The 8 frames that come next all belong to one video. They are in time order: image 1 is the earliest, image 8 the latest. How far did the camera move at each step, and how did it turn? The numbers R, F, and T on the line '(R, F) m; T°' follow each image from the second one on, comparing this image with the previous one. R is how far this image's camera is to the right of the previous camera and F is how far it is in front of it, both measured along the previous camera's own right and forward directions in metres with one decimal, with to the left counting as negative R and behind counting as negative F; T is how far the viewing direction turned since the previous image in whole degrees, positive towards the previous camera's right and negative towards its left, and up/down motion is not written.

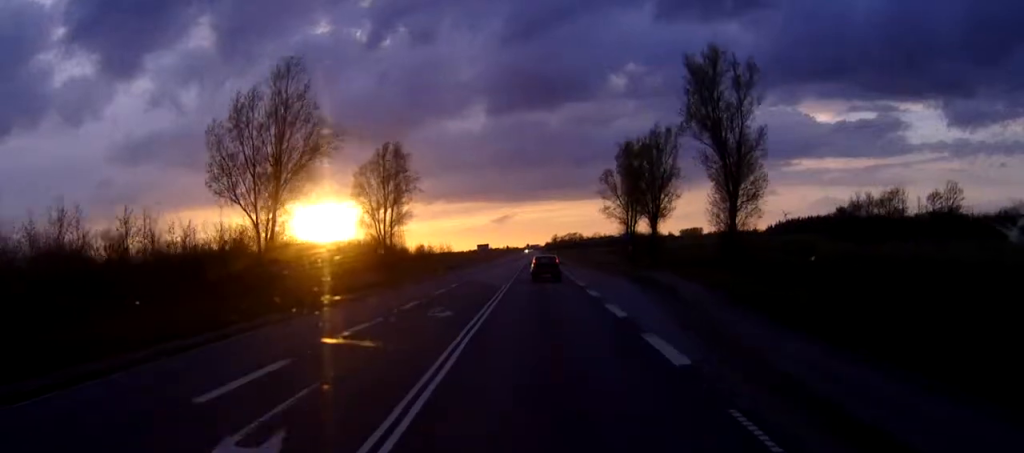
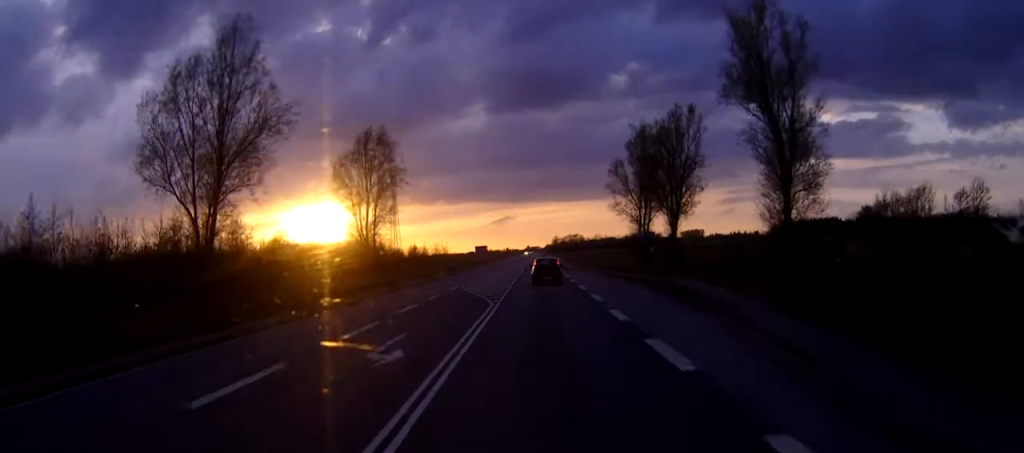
(0.0, +8.1) m; 0°
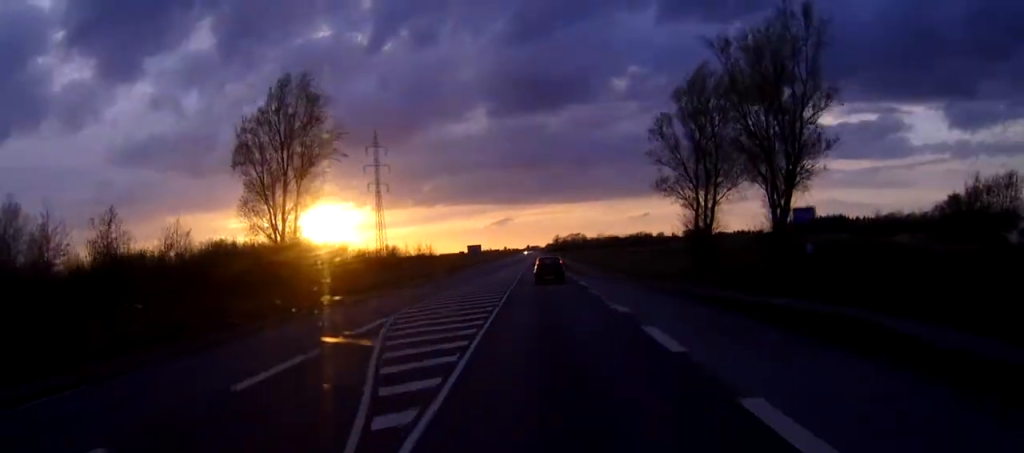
(0.0, +22.3) m; 0°
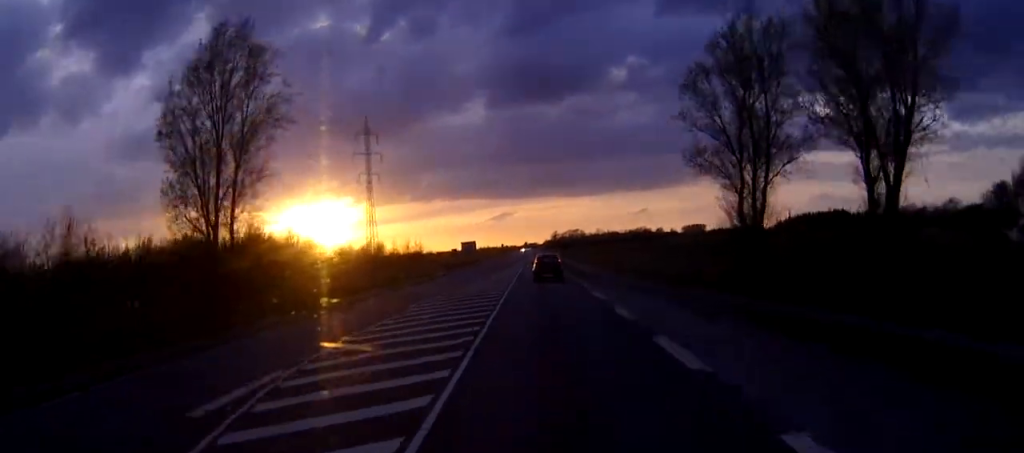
(0.0, +9.5) m; 0°
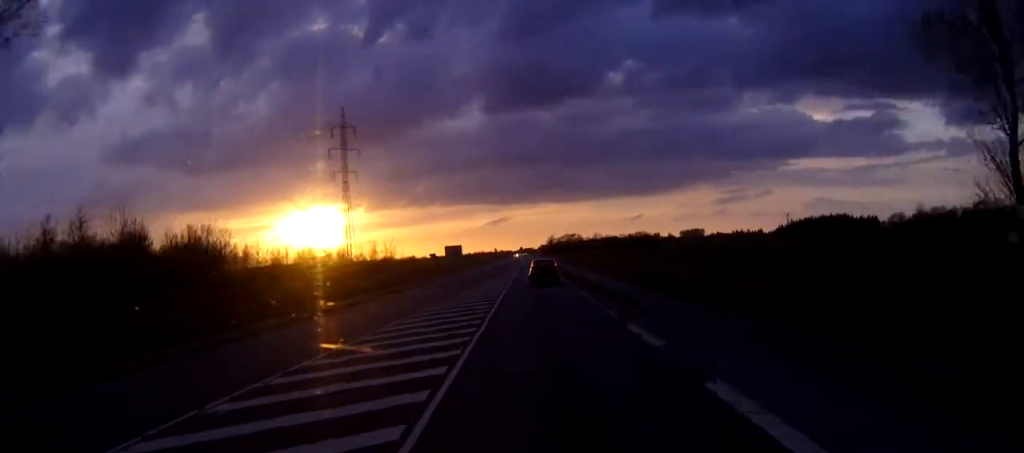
(+0.1, +20.9) m; 0°
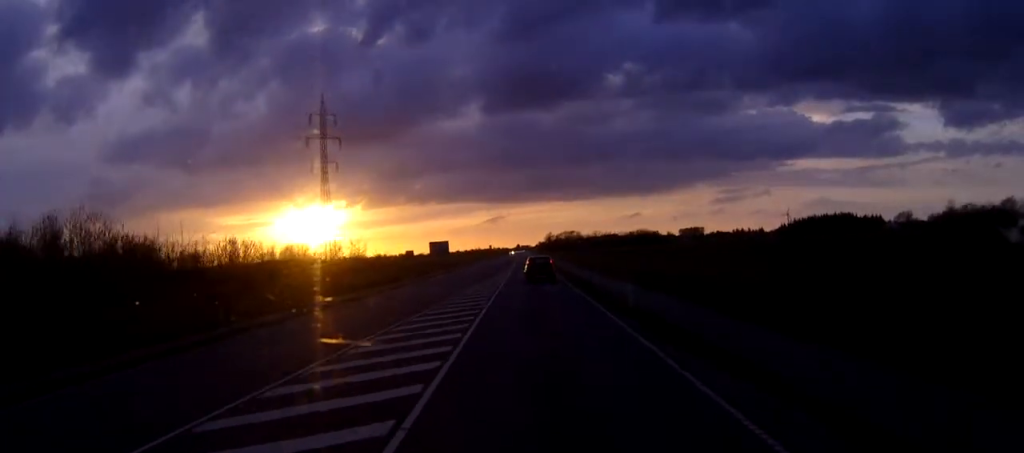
(0.0, +16.8) m; 0°
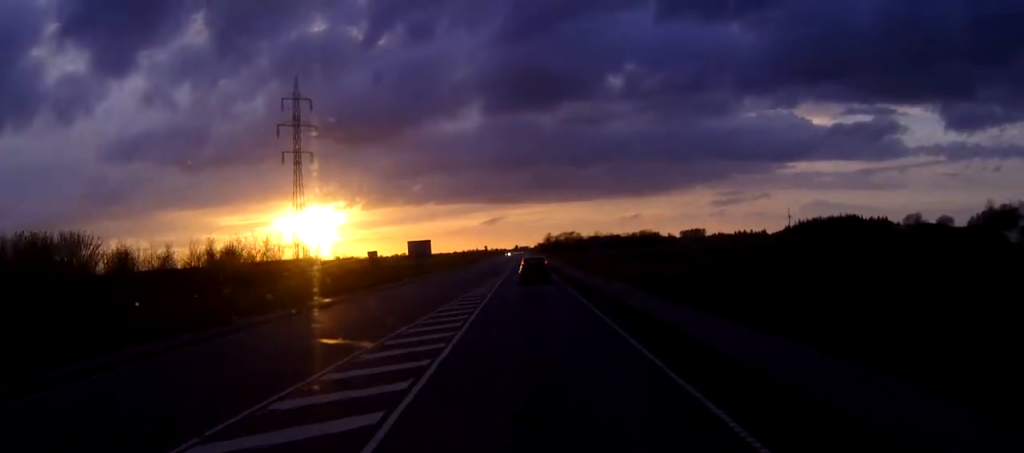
(0.0, +18.8) m; 0°
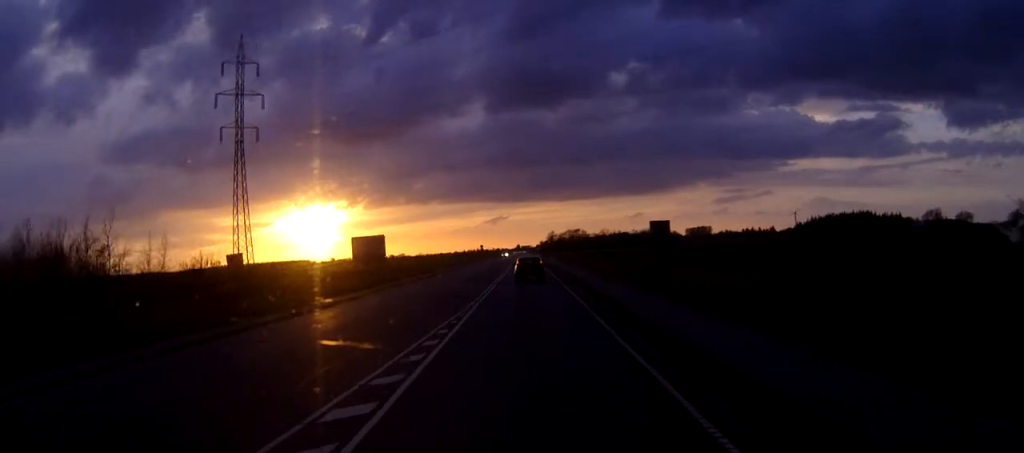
(0.0, +30.9) m; 0°
